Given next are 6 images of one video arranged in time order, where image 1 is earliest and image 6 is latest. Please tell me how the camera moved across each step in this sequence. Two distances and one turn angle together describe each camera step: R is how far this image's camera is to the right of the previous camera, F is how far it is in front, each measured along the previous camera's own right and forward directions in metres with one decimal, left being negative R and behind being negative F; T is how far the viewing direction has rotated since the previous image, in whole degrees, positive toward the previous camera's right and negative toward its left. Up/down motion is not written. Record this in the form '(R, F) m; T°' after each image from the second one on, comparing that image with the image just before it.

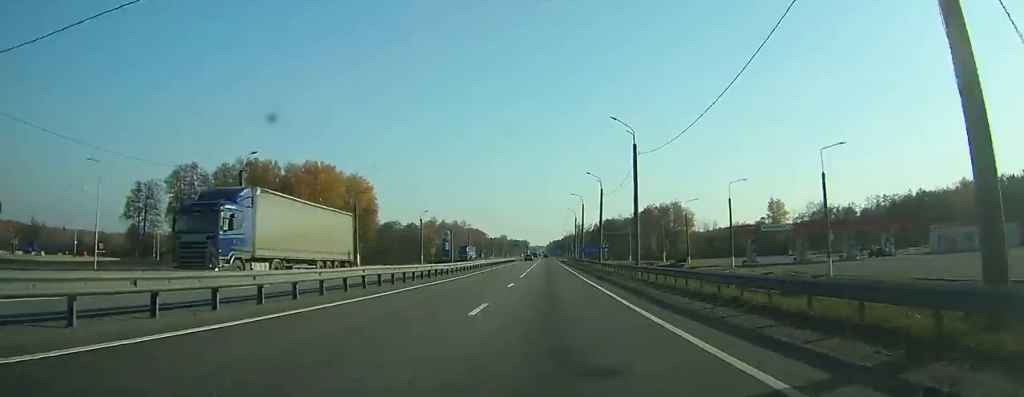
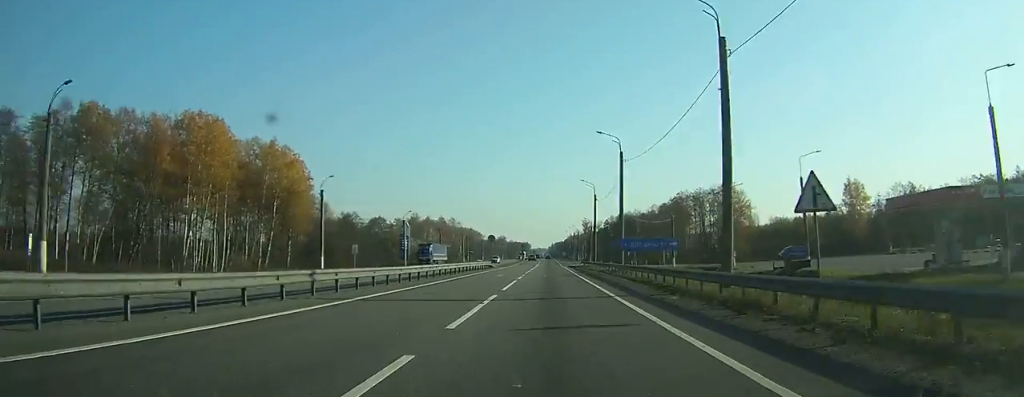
(+0.1, +47.5) m; 0°
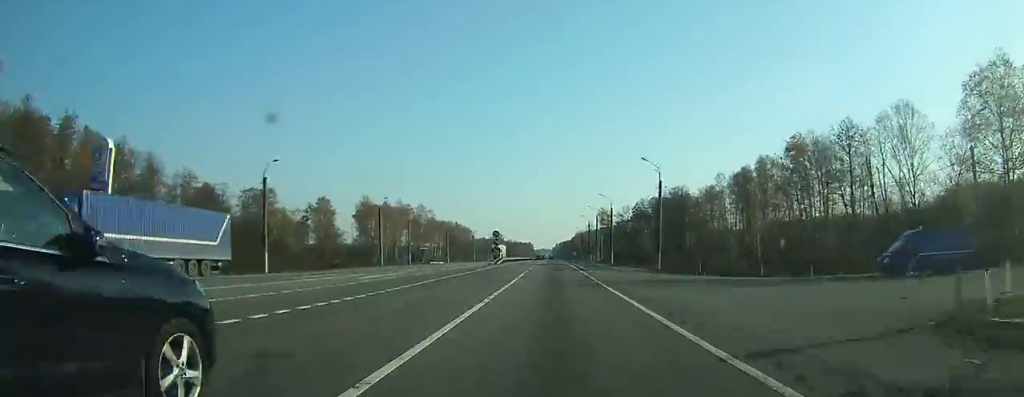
(-0.2, +82.7) m; 0°
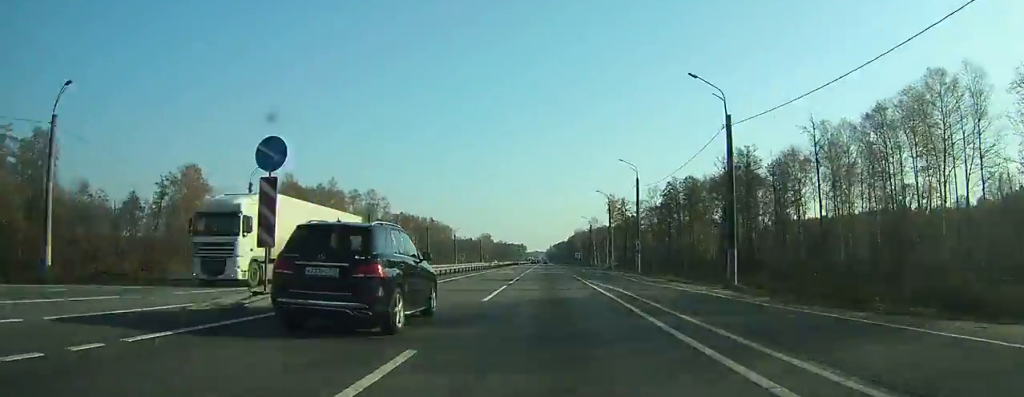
(0.0, +60.9) m; 0°
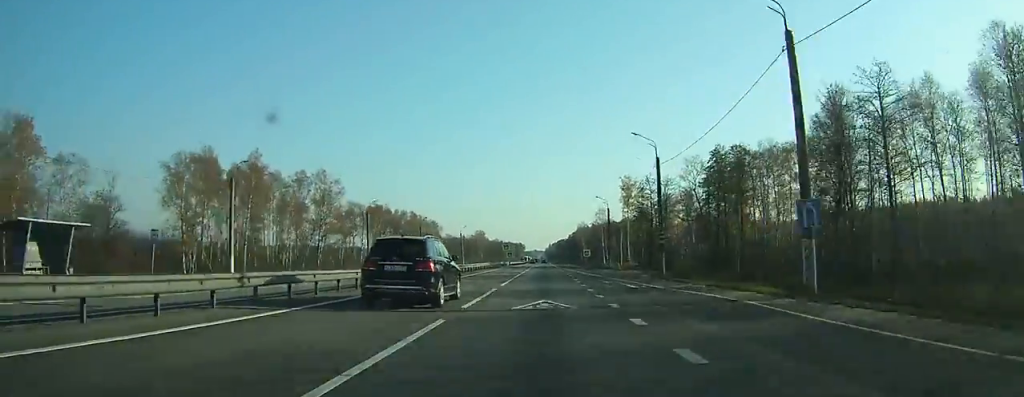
(0.0, +40.3) m; 0°
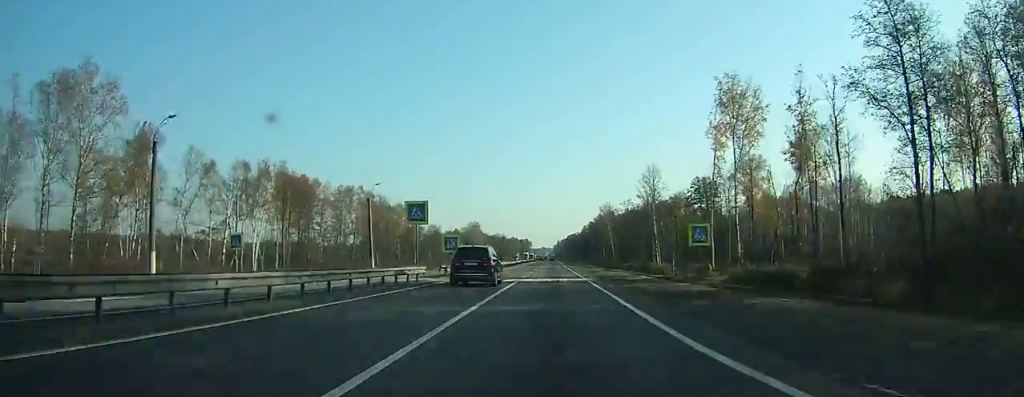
(-0.3, +79.0) m; 0°
